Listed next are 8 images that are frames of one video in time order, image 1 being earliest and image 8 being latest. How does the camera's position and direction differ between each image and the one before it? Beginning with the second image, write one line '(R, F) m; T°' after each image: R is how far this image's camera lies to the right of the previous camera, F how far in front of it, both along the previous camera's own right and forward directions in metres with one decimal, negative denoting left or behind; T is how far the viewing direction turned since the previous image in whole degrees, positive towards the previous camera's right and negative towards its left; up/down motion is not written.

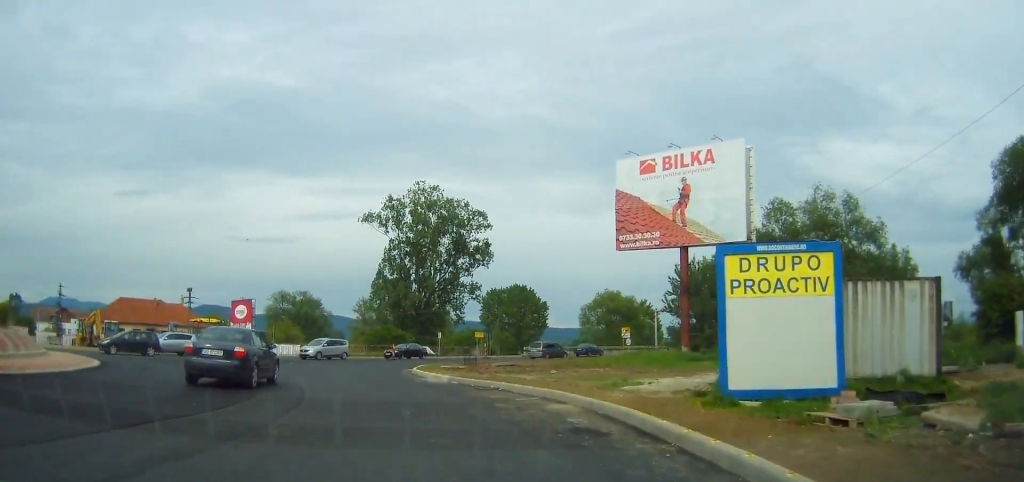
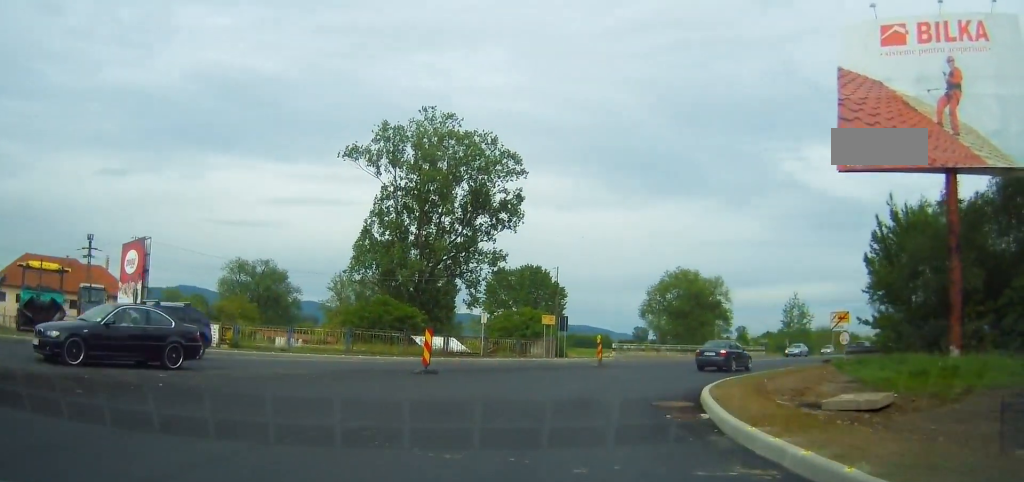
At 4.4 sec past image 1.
(+1.6, +32.8) m; +20°
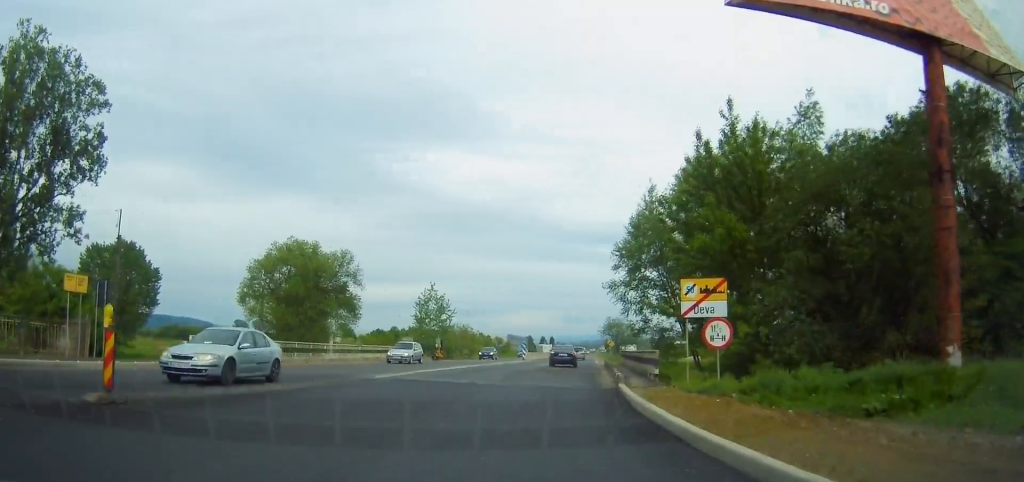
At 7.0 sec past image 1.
(+5.4, +20.6) m; +29°
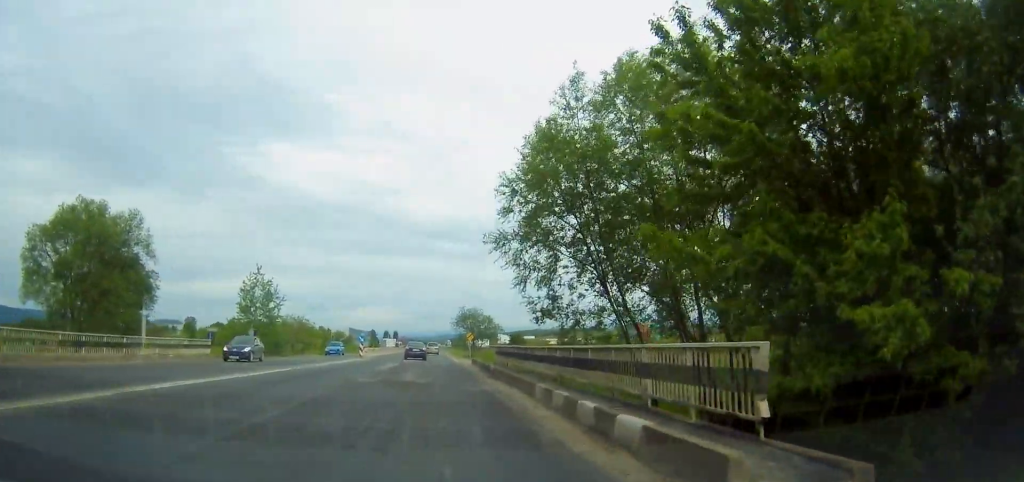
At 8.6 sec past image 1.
(+2.3, +16.6) m; +6°
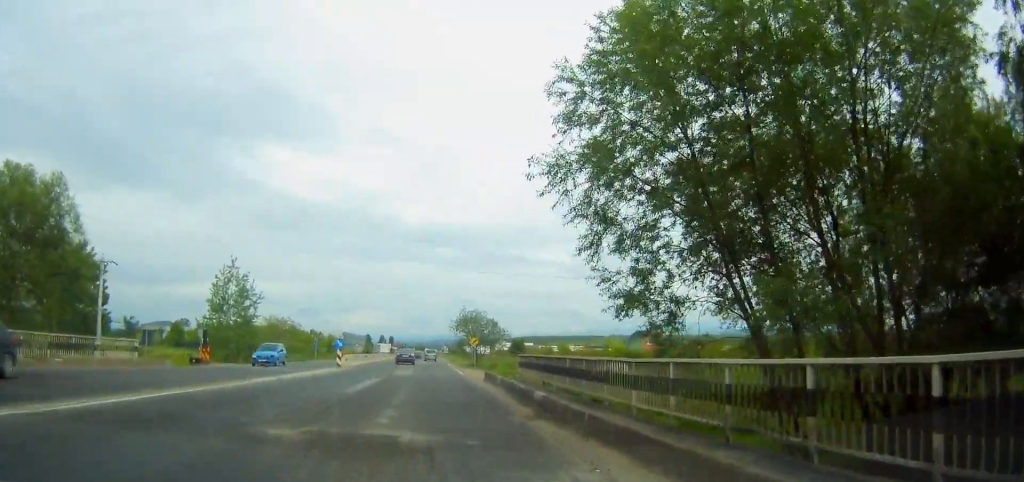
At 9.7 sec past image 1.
(+0.2, +11.7) m; +1°
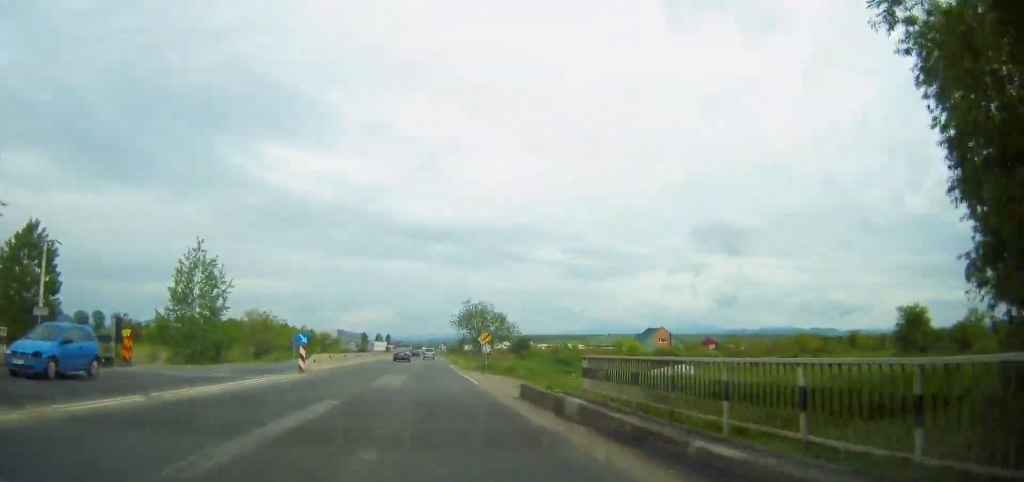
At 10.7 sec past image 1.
(-0.3, +11.9) m; 0°
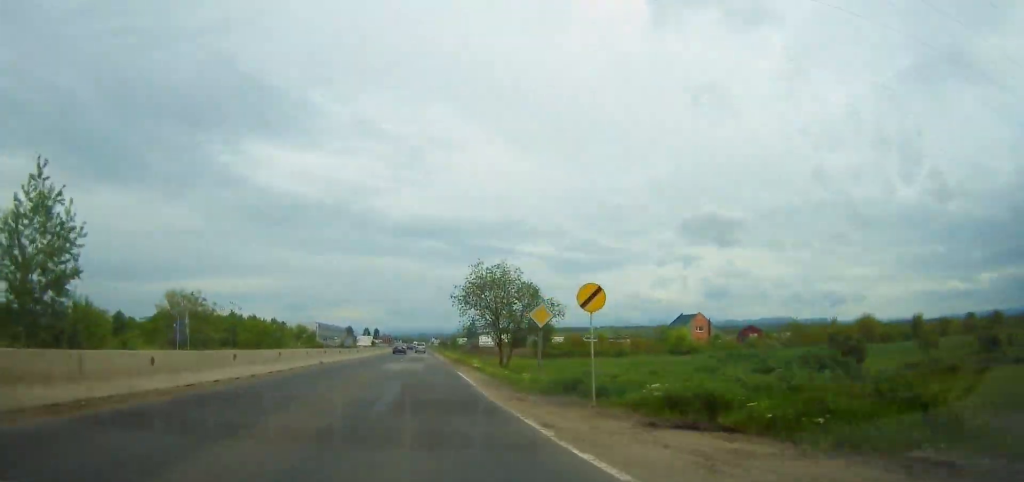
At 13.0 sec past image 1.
(+0.5, +29.4) m; +1°
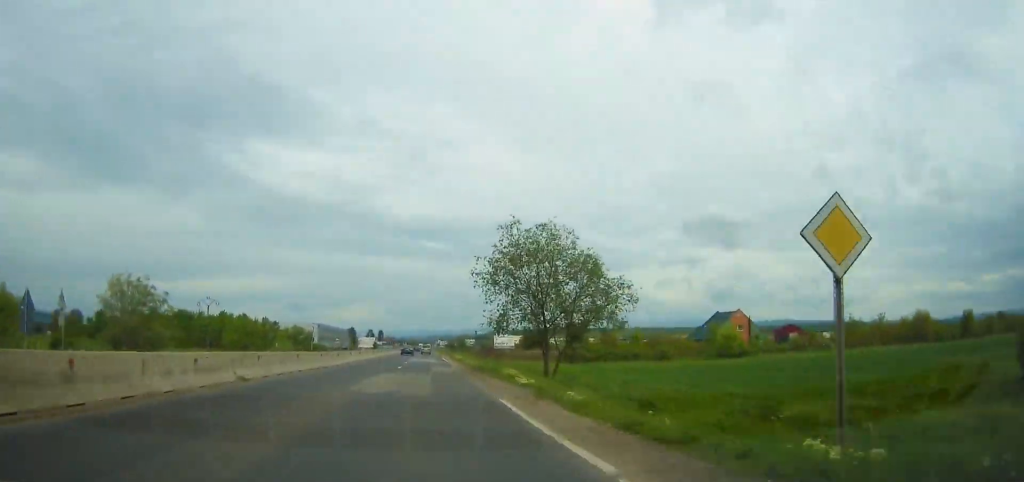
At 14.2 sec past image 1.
(0.0, +17.2) m; 0°
